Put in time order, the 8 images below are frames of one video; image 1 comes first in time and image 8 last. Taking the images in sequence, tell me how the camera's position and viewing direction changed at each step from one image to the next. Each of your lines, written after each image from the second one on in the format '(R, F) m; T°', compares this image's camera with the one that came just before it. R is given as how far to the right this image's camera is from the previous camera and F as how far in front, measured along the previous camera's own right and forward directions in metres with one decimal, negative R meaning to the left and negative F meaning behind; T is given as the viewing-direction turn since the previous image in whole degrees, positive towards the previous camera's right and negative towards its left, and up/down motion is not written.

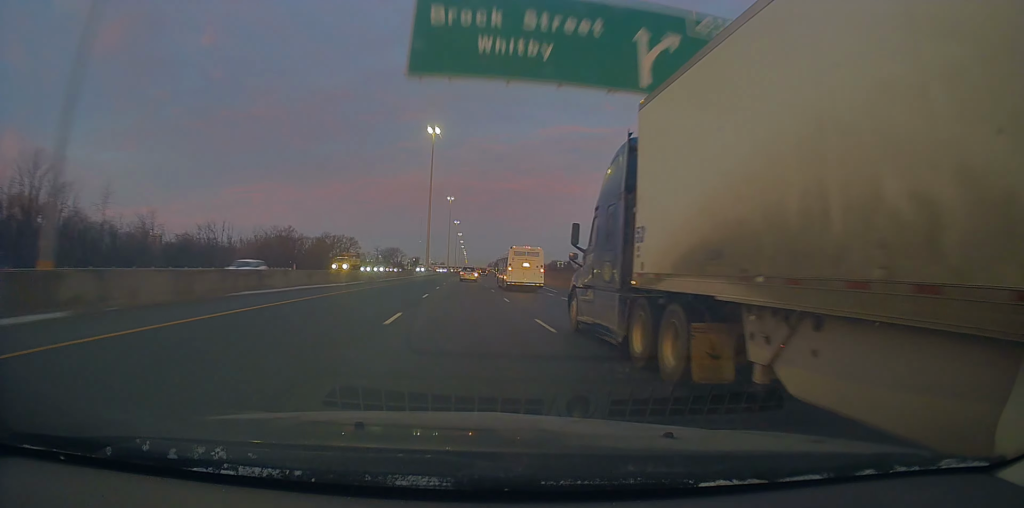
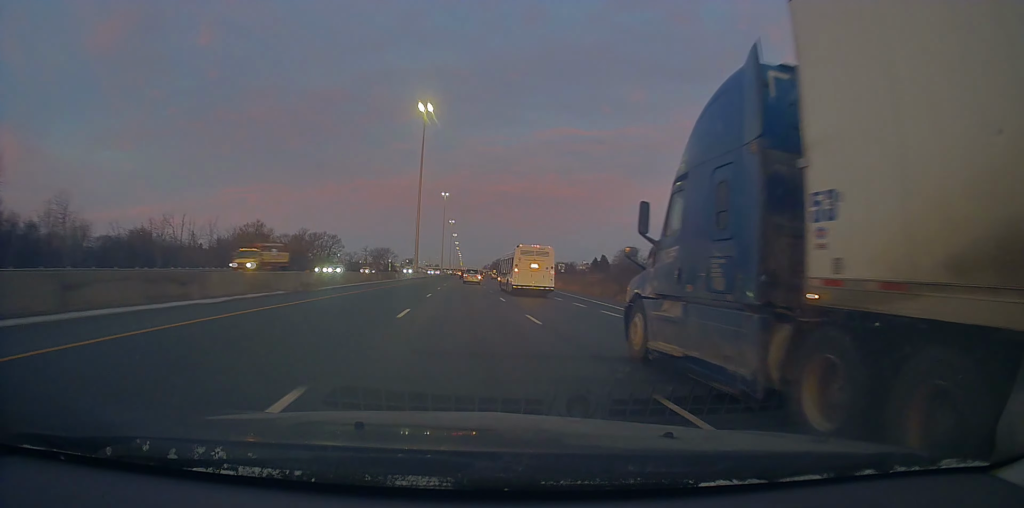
(+0.3, +22.2) m; +1°
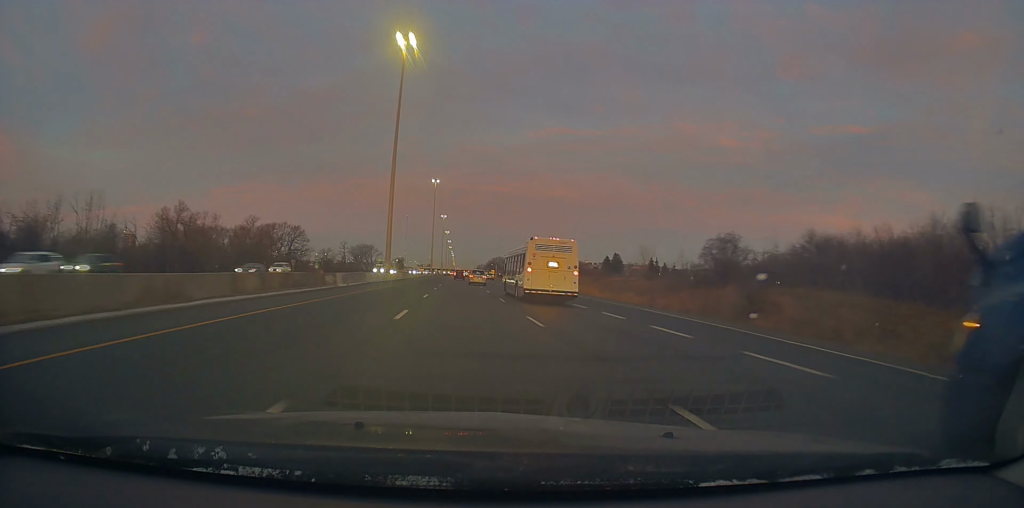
(+0.2, +37.3) m; +1°
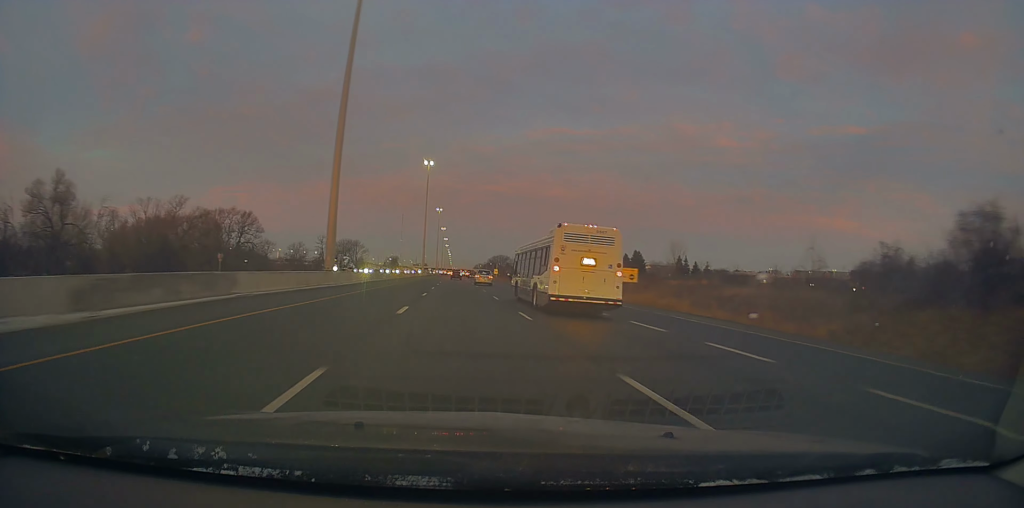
(+0.4, +34.9) m; 0°
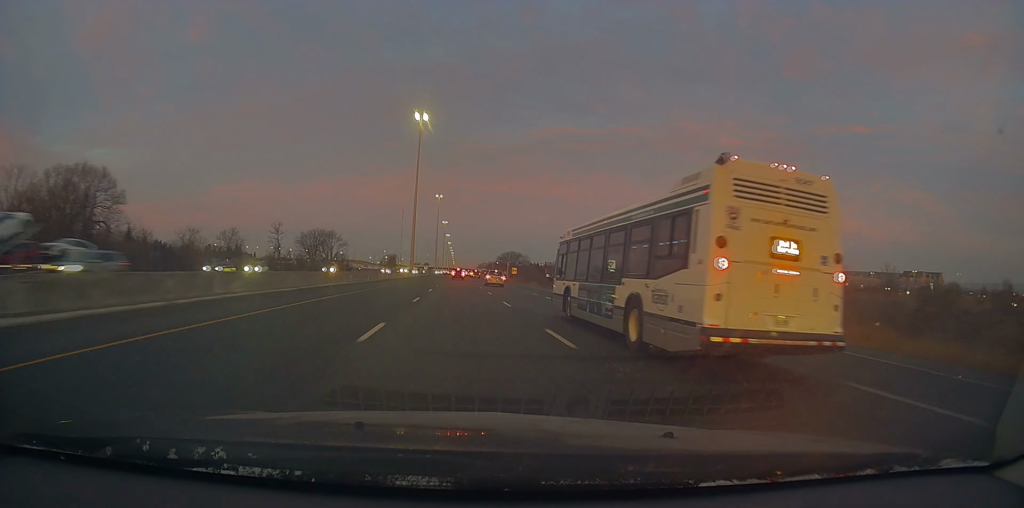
(-0.3, +54.8) m; 0°
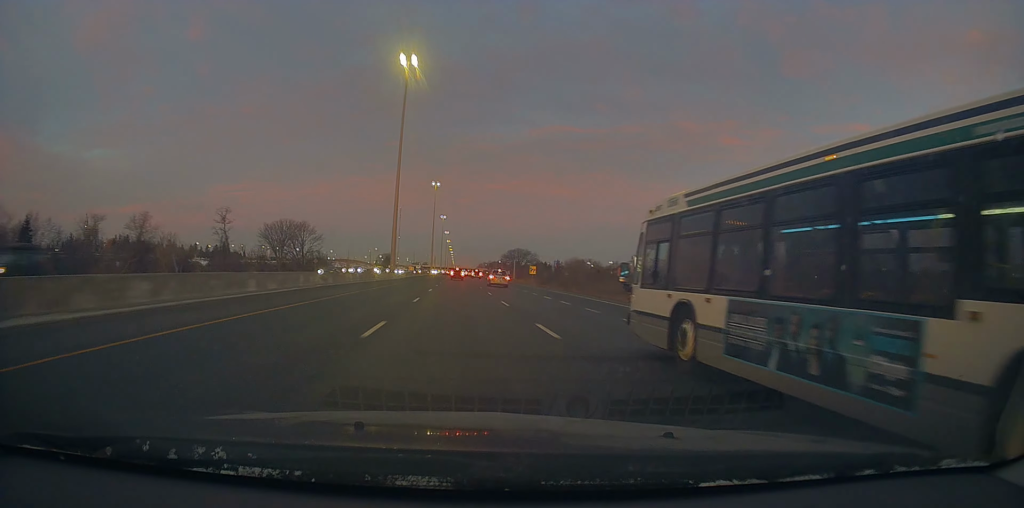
(+0.4, +36.1) m; 0°
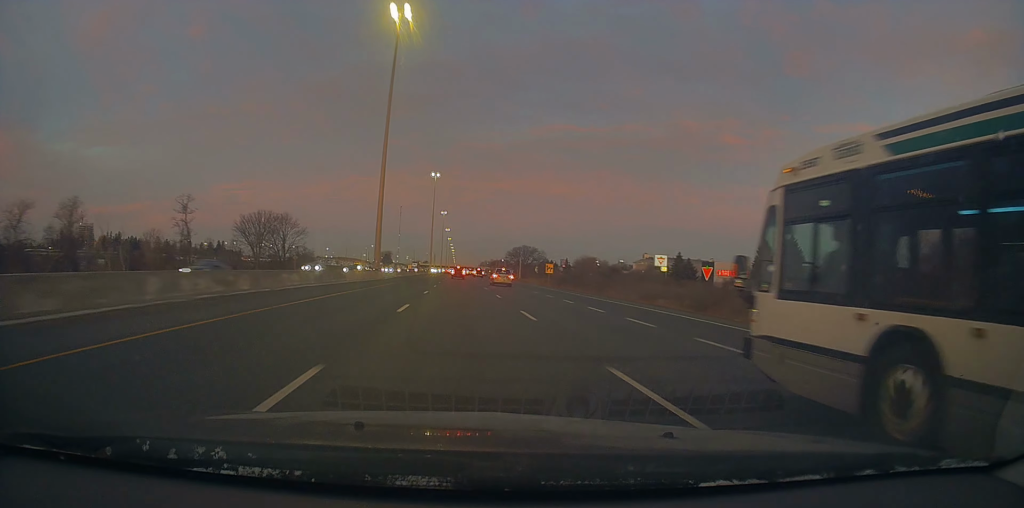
(+0.1, +18.6) m; 0°
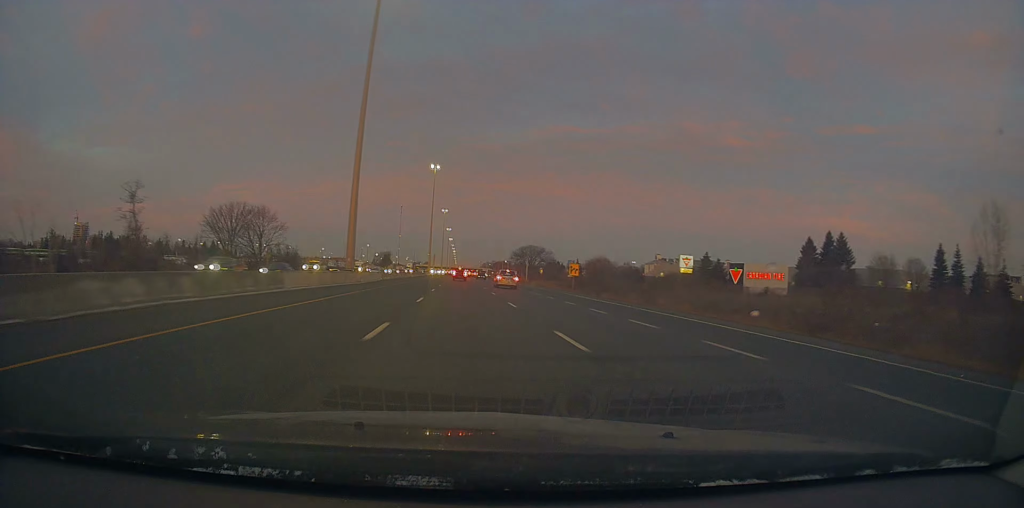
(-0.2, +18.6) m; 0°
